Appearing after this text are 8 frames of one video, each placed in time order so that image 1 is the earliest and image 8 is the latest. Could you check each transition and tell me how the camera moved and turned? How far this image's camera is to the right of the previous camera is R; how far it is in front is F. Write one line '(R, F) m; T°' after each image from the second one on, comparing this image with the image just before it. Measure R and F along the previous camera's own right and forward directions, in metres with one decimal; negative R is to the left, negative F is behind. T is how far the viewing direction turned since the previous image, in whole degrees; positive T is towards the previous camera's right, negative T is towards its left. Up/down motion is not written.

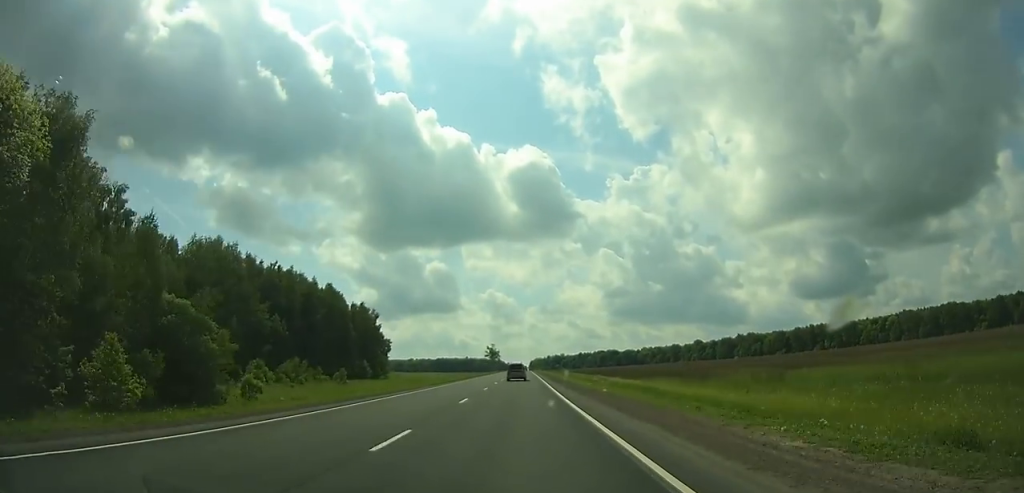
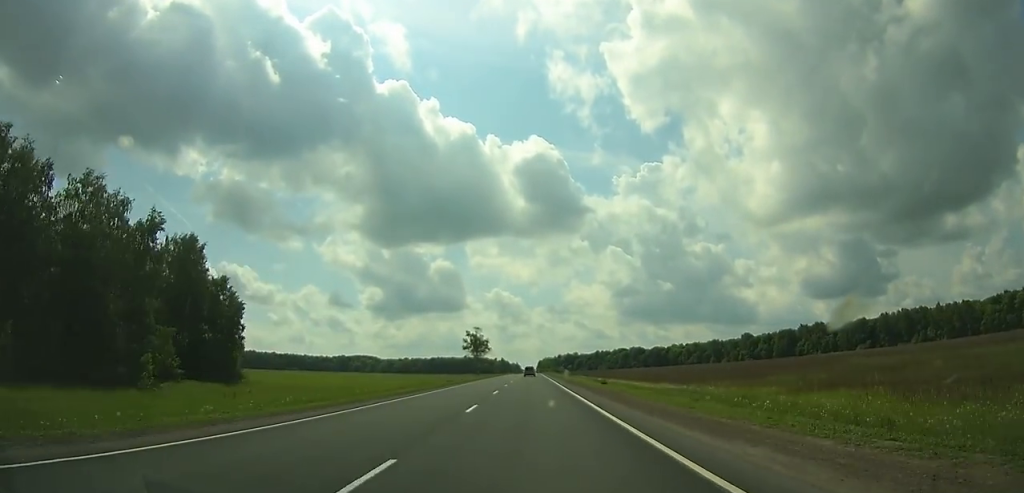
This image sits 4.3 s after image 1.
(-0.2, +123.1) m; 0°
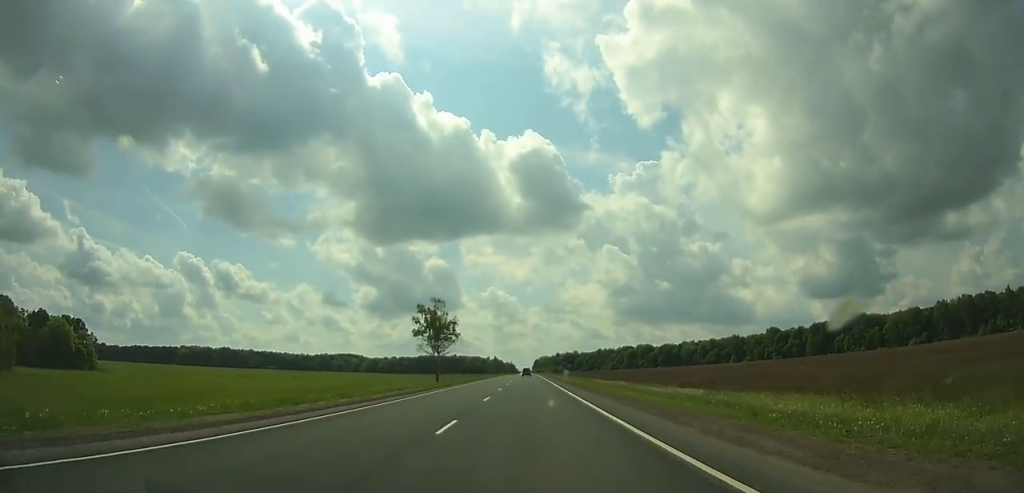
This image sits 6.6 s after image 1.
(+0.1, +65.7) m; 0°
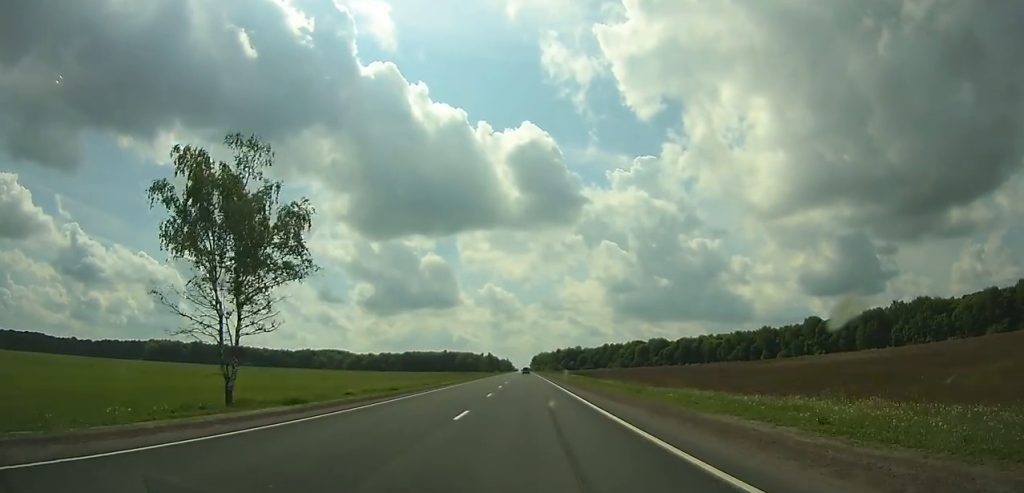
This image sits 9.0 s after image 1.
(0.0, +68.7) m; 0°
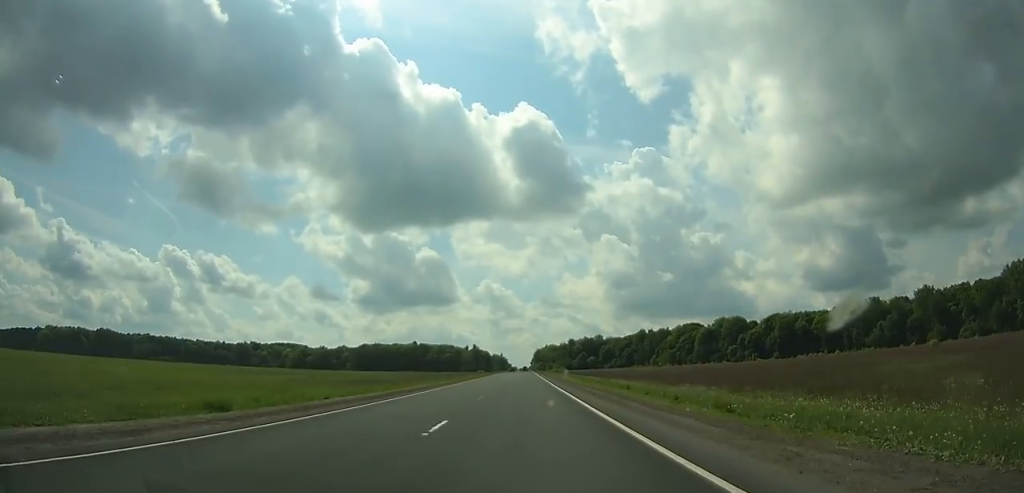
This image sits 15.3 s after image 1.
(-0.3, +182.1) m; 0°
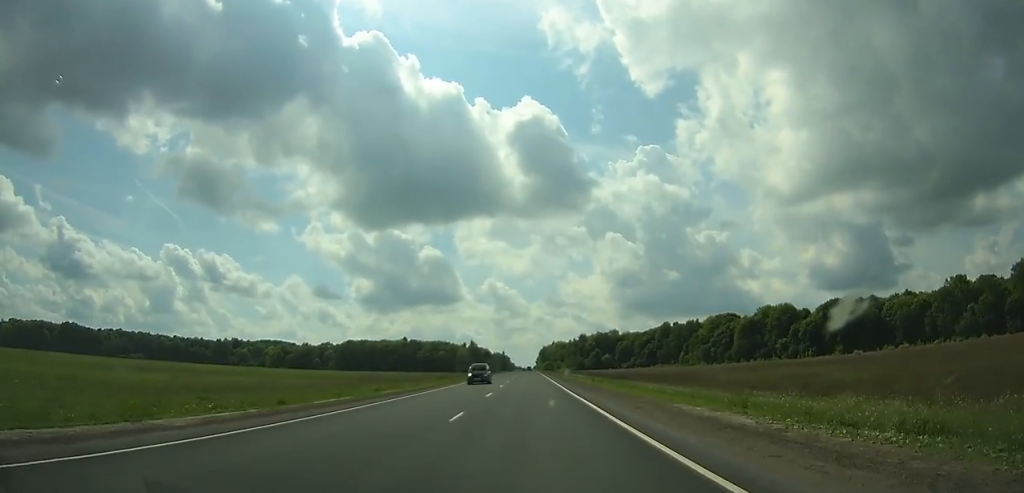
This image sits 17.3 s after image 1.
(0.0, +58.4) m; 0°
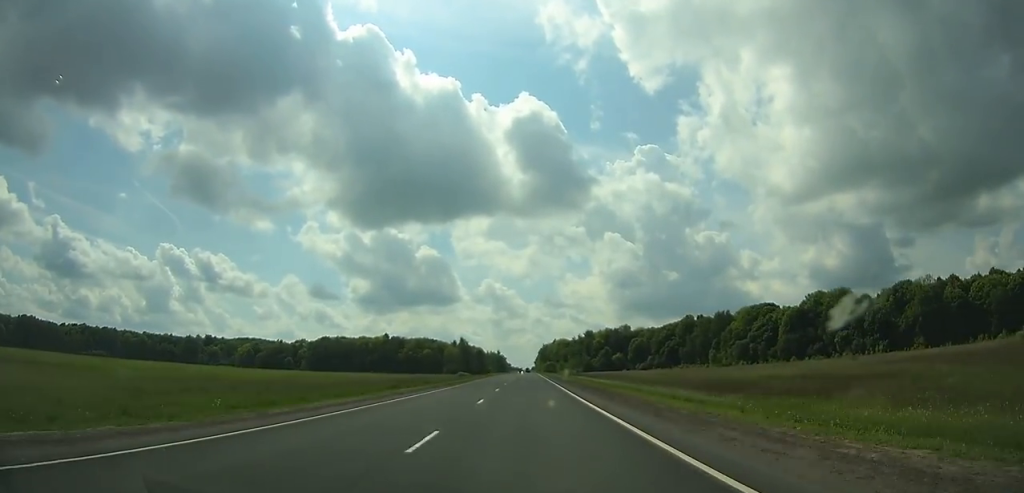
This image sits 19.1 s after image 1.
(0.0, +52.5) m; 0°
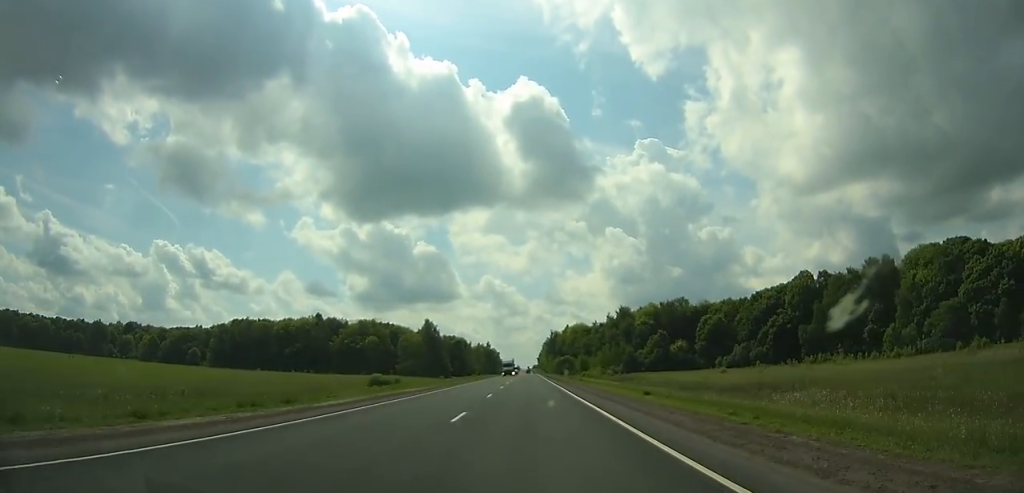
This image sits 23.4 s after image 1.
(+0.1, +123.8) m; 0°
